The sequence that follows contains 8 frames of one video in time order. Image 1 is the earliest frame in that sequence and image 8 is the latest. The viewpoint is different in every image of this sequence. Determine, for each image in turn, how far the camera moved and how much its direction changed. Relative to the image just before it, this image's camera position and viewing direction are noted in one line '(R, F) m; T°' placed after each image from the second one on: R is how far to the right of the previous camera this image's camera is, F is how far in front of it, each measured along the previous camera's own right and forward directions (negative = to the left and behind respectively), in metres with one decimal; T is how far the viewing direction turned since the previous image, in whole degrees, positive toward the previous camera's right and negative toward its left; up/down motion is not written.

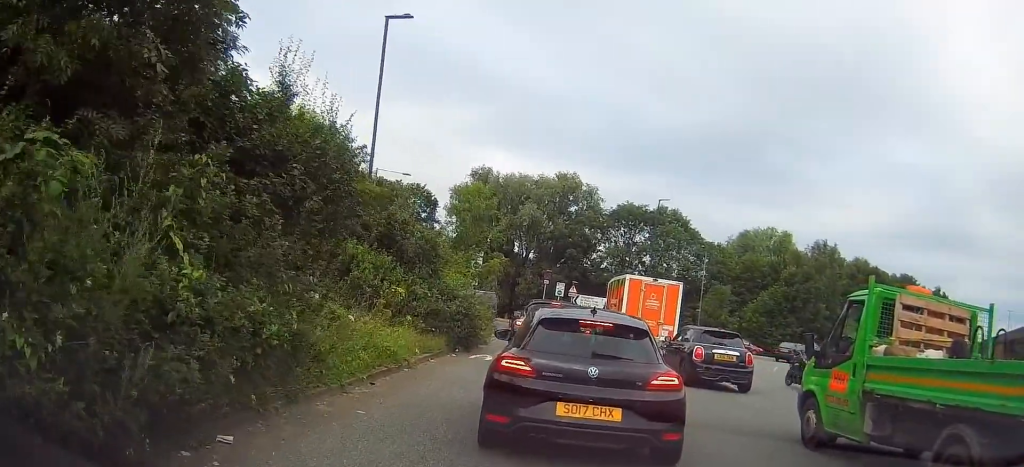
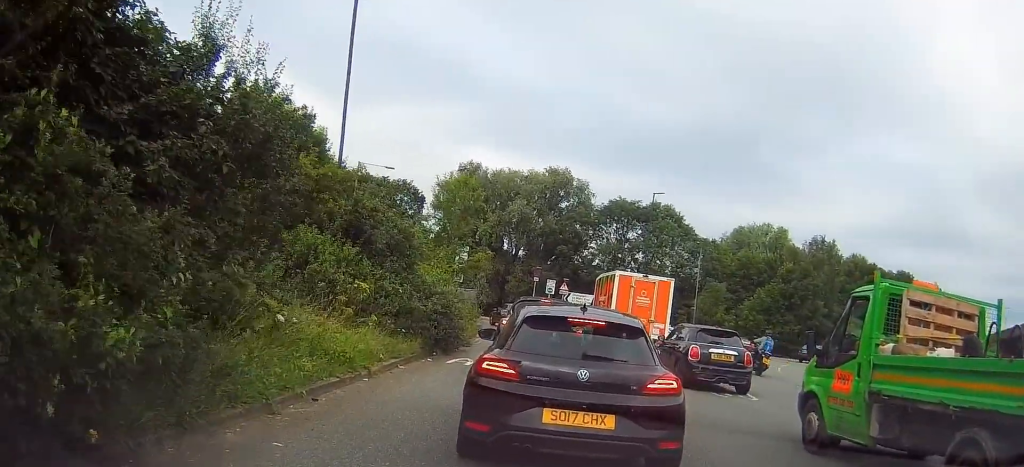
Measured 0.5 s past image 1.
(0.0, +2.4) m; +2°
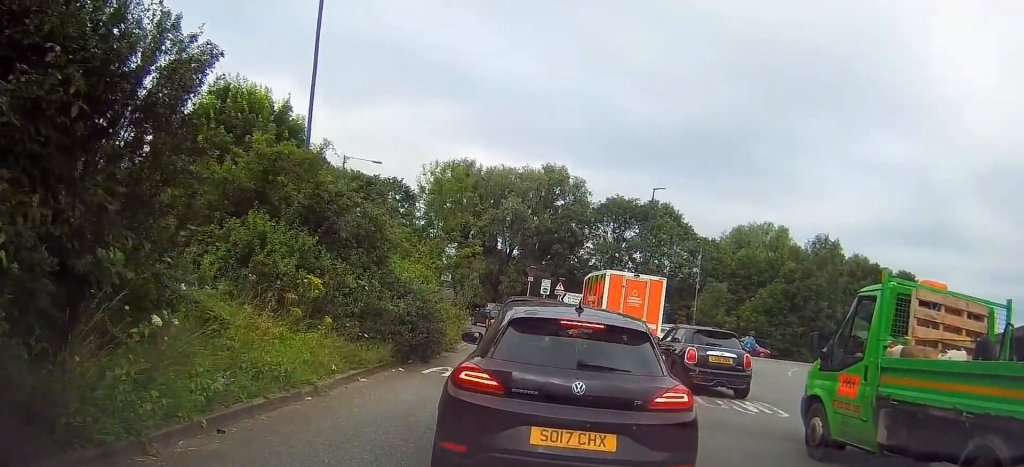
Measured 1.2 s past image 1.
(0.0, +2.8) m; +3°
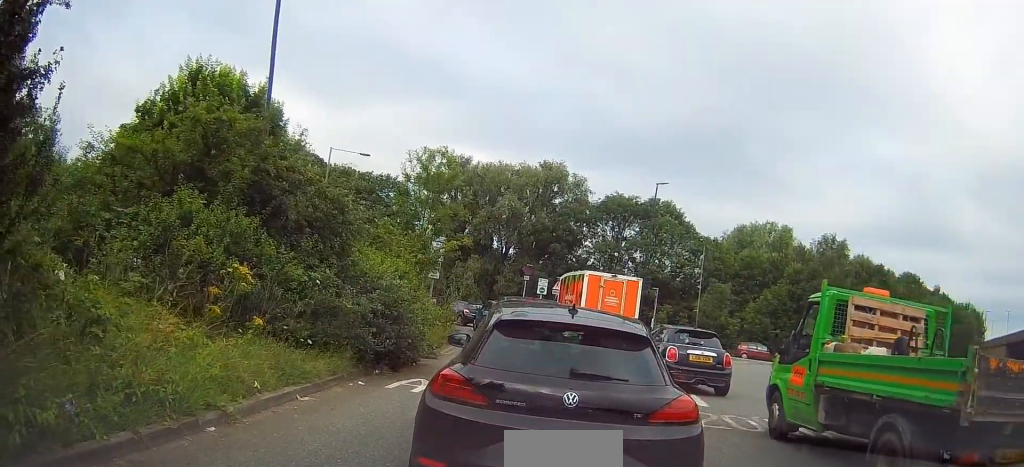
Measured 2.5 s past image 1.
(+0.4, +3.6) m; +7°
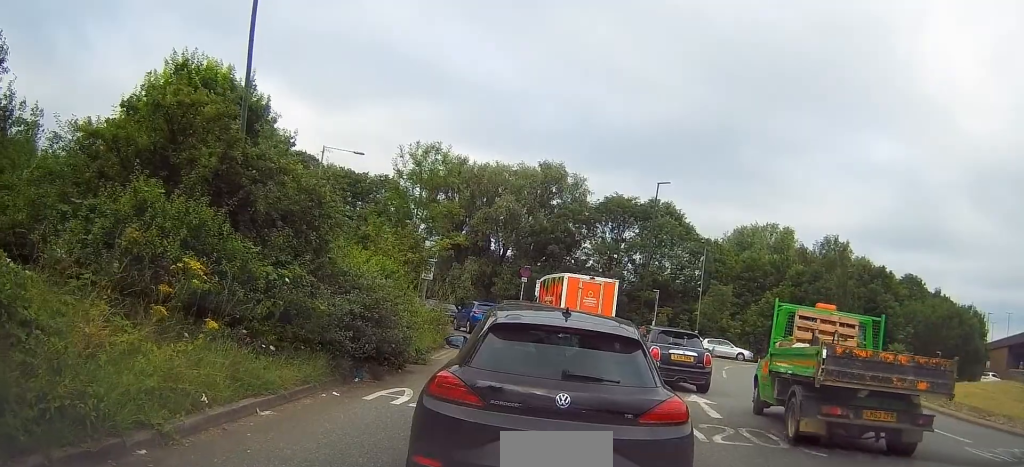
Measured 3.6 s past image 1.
(0.0, +1.8) m; +1°
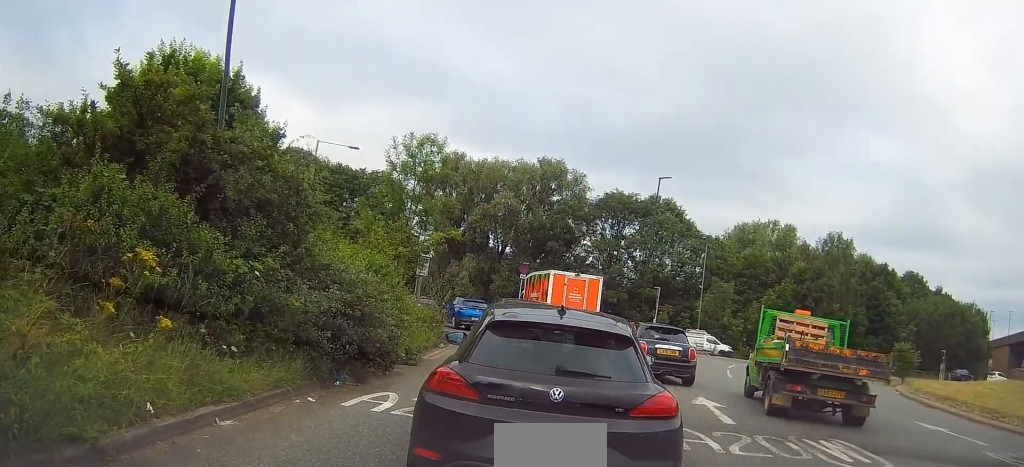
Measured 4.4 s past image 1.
(0.0, +1.2) m; -1°
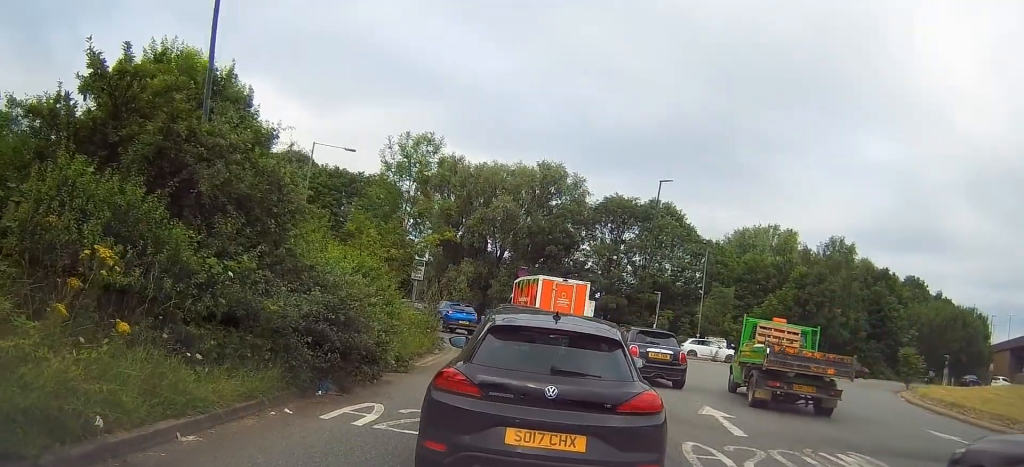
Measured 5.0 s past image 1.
(0.0, +0.8) m; -1°
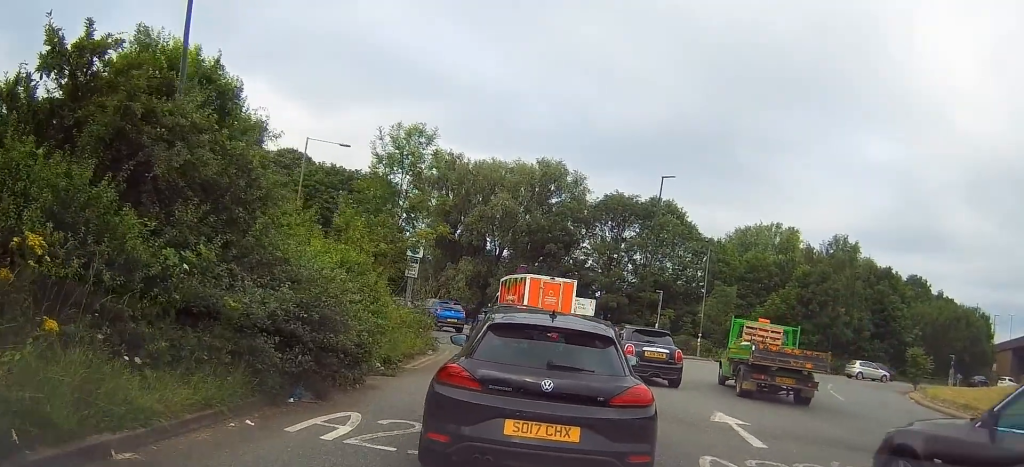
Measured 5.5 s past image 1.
(0.0, +0.9) m; -4°
